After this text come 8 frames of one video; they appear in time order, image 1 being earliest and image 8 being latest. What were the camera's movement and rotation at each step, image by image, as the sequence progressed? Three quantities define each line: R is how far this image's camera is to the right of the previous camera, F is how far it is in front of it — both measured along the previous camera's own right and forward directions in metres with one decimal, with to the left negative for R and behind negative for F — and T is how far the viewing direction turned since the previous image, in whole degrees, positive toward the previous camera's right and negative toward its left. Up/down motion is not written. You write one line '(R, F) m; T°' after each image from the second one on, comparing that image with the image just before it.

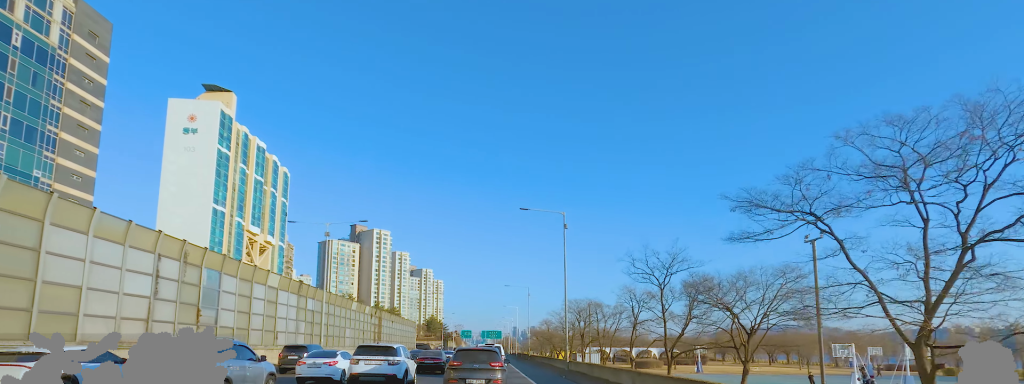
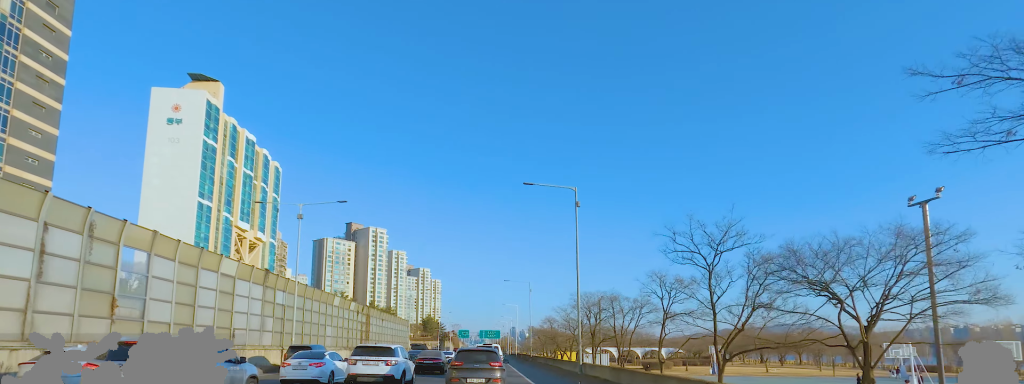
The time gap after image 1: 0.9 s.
(+0.4, +6.4) m; 0°
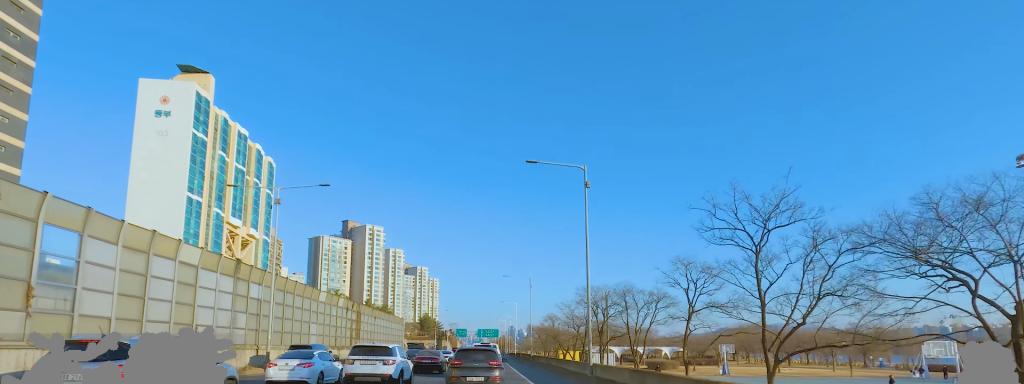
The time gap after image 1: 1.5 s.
(-0.2, +4.1) m; -2°
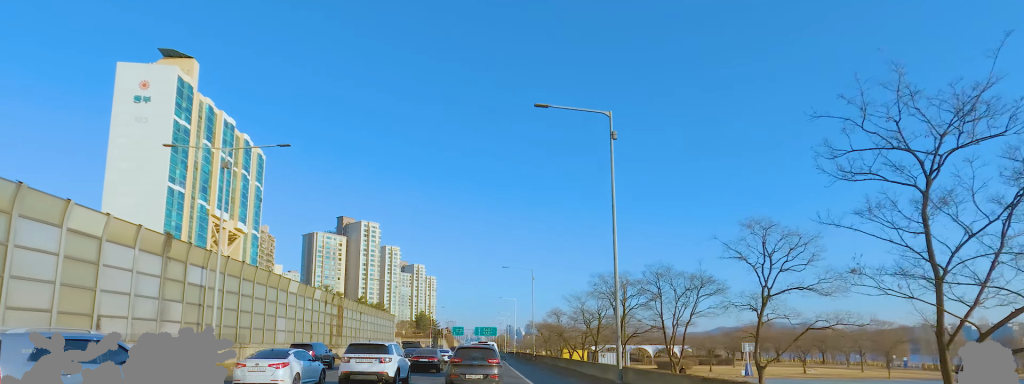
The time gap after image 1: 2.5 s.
(-0.3, +7.0) m; 0°
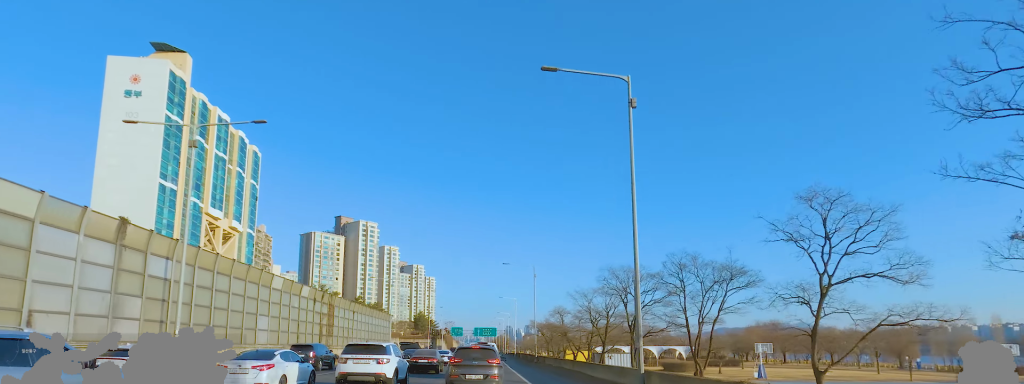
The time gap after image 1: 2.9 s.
(-0.1, +3.2) m; +2°
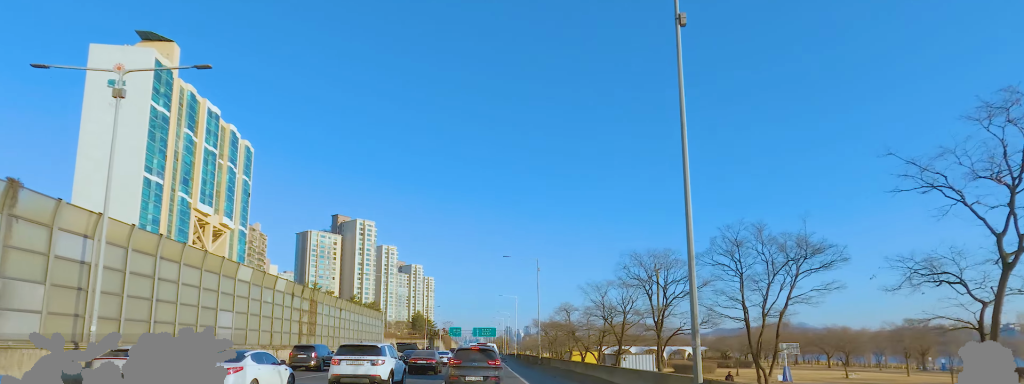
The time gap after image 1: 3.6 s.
(+0.3, +5.0) m; 0°
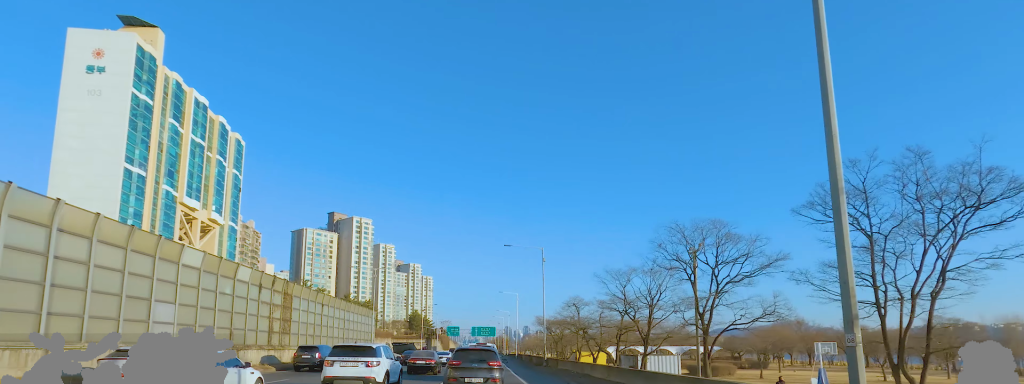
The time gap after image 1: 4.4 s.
(0.0, +5.8) m; -1°
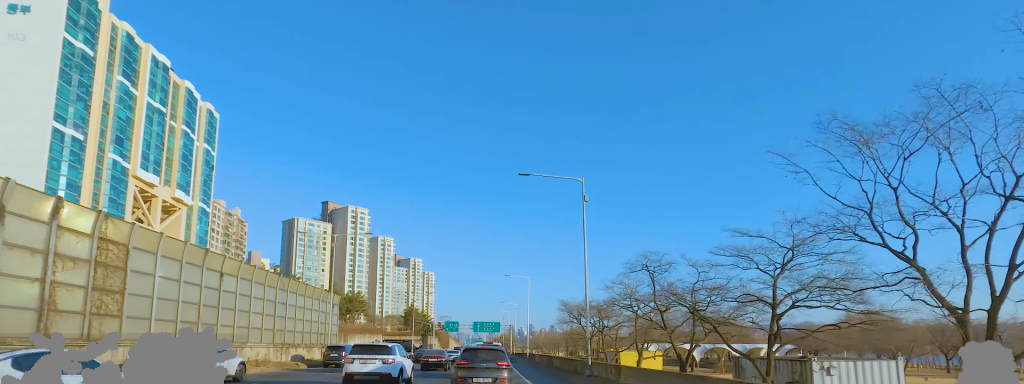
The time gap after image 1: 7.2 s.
(+0.1, +19.9) m; +1°
